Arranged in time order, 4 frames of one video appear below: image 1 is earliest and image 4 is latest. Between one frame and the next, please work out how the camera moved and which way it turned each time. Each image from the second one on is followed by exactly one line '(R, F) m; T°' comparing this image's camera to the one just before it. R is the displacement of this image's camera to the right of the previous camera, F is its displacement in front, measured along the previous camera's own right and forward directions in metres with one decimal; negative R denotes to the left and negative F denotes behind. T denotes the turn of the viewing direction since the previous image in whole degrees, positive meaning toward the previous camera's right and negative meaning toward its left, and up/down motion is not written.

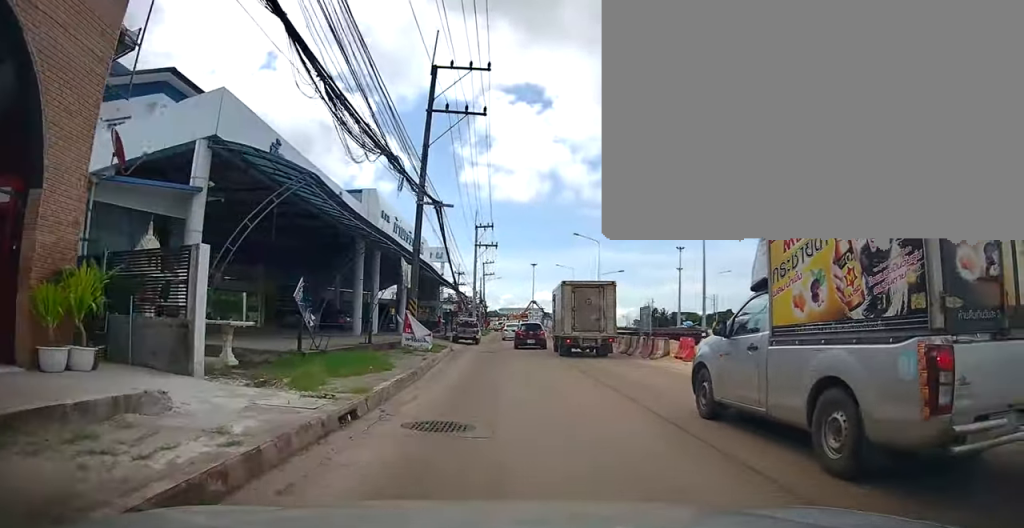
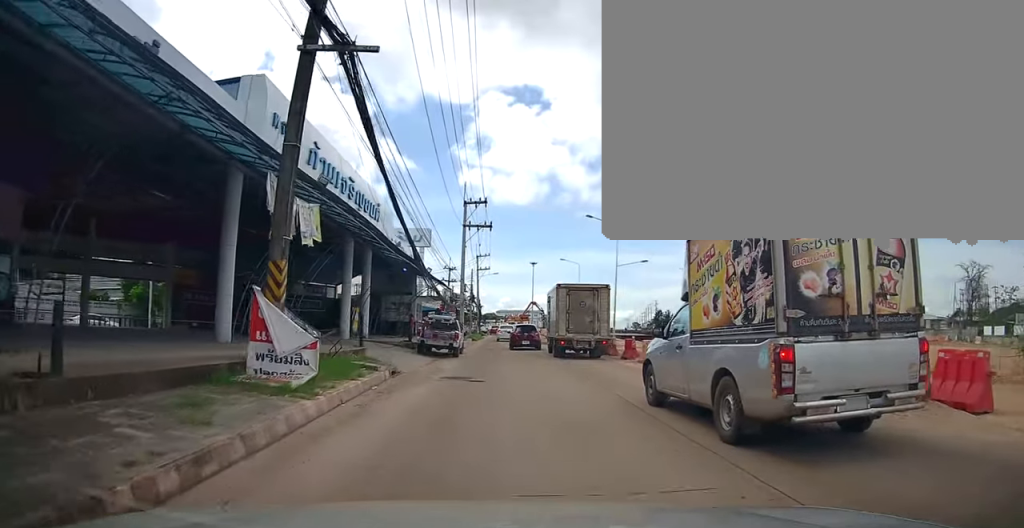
(-0.8, +13.6) m; -2°
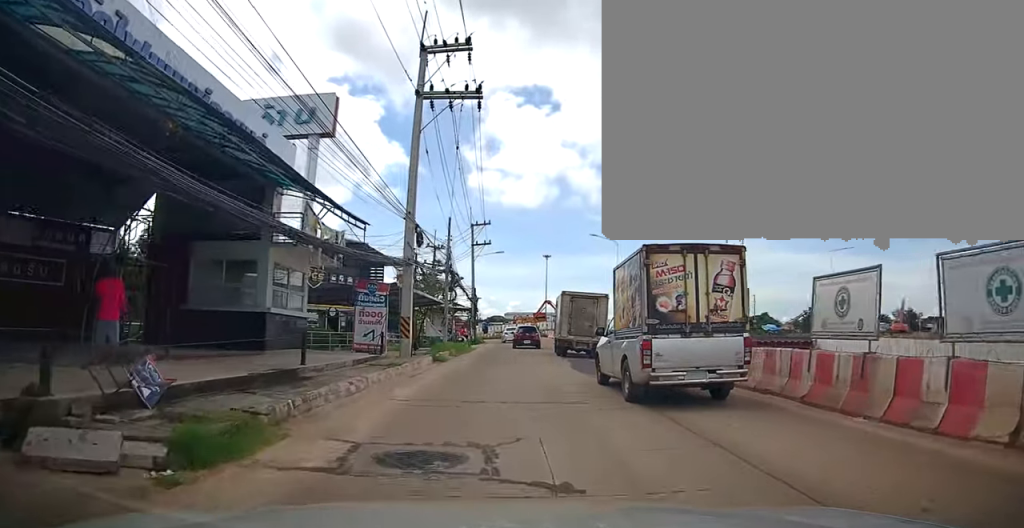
(+0.2, +28.8) m; +2°
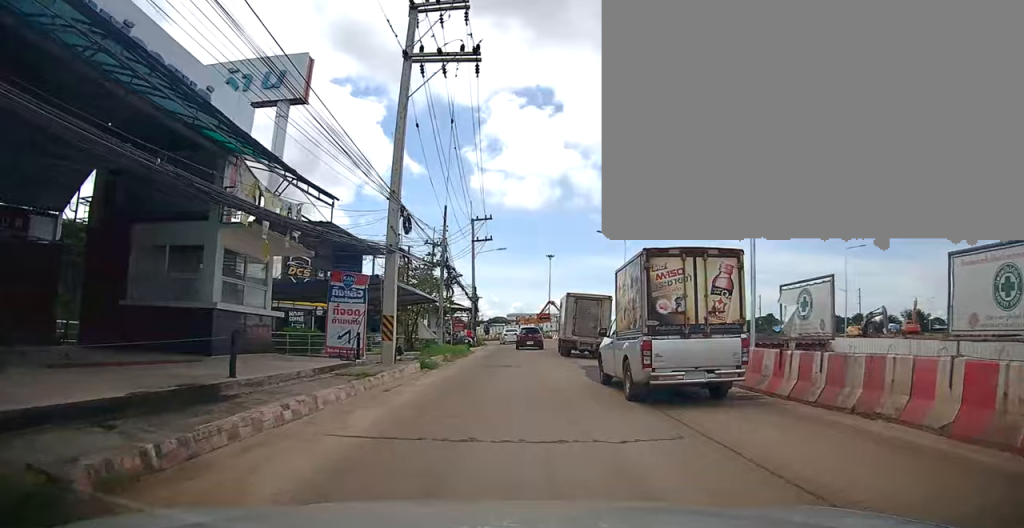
(+0.3, +3.1) m; 0°
